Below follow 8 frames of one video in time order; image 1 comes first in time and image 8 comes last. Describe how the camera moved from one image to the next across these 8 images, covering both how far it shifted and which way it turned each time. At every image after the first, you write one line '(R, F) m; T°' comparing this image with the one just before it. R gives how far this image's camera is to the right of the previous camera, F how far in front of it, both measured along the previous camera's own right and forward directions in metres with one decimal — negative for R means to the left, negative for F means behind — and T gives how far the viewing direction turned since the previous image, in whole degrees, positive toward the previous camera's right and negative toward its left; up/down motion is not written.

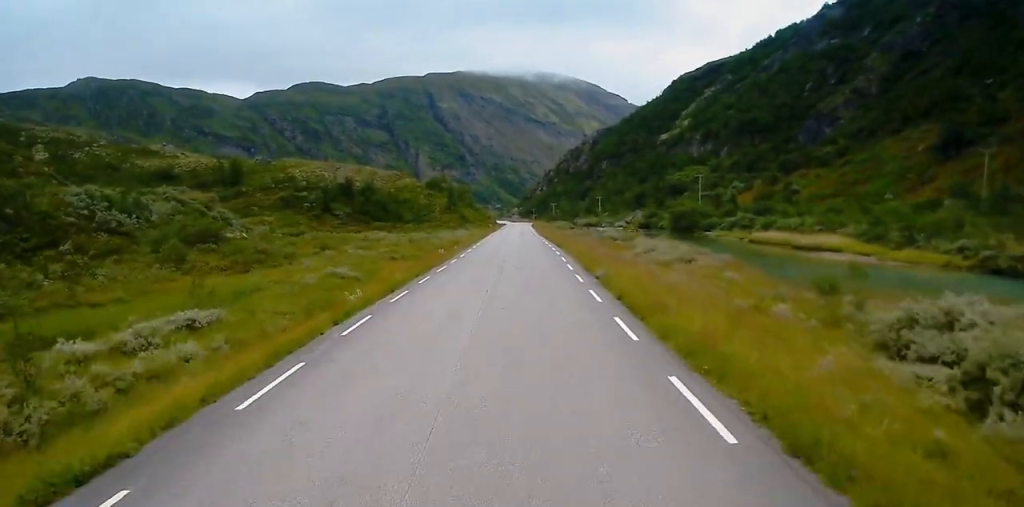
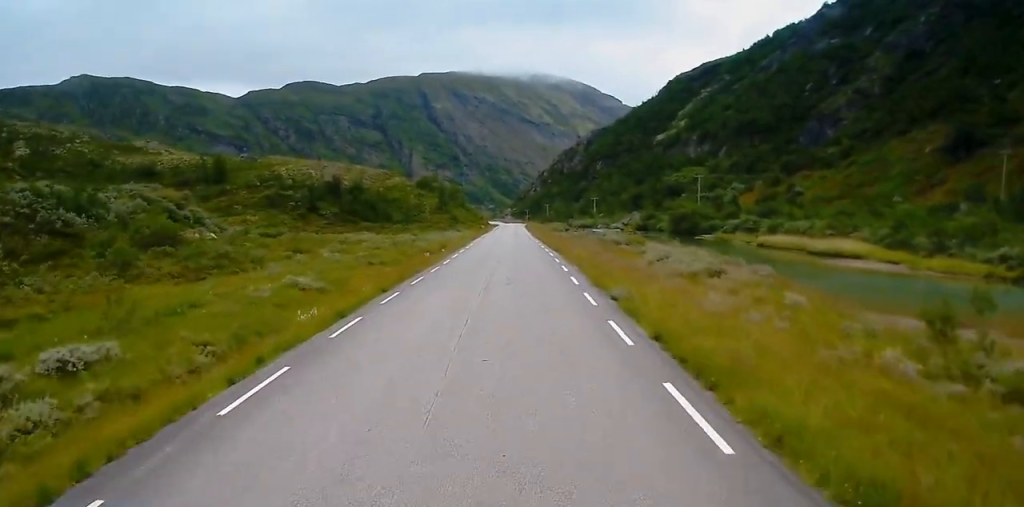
(0.0, +6.3) m; +1°
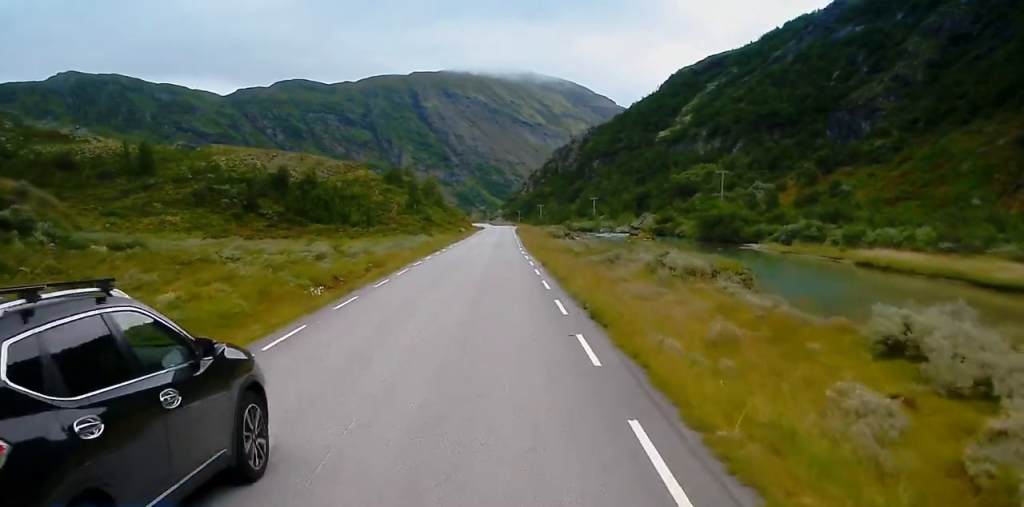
(0.0, +32.0) m; -1°
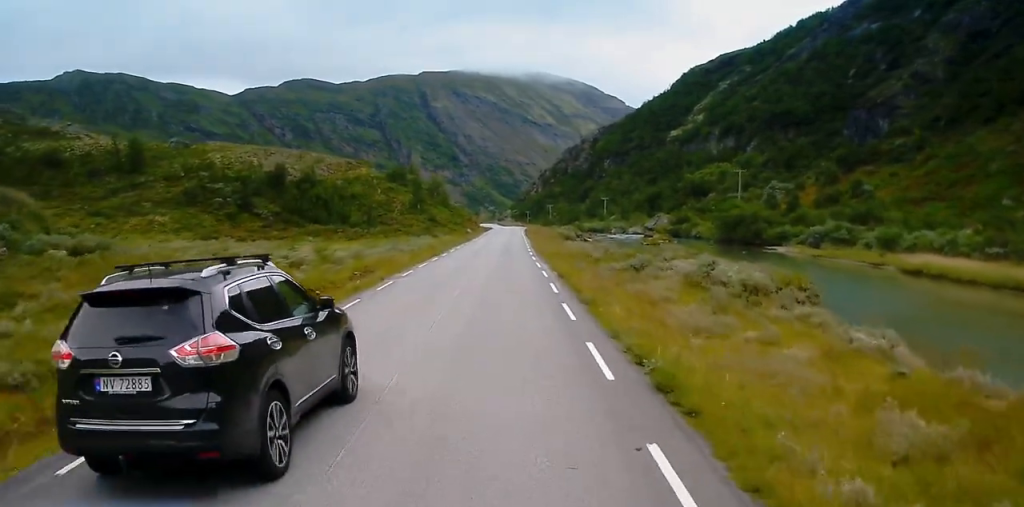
(0.0, +6.9) m; 0°
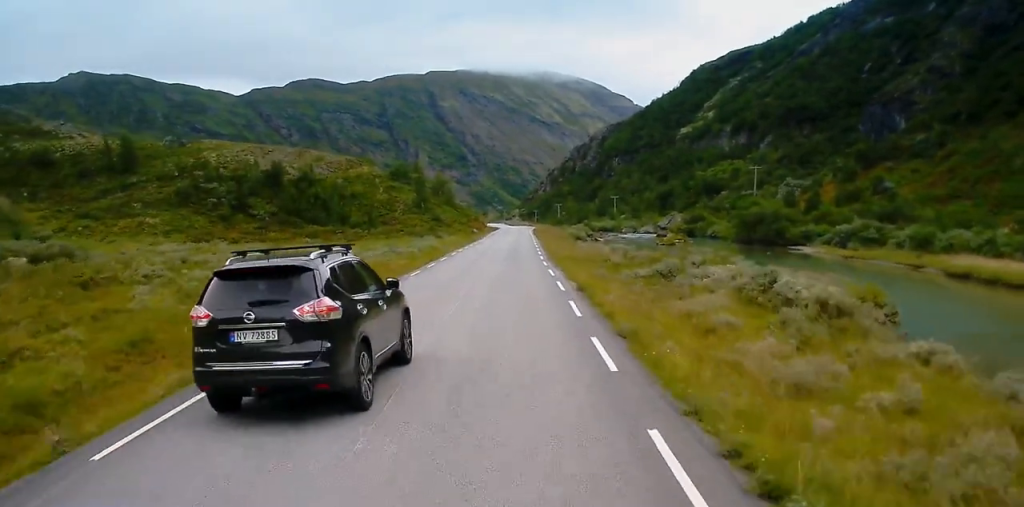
(+0.1, +5.5) m; 0°
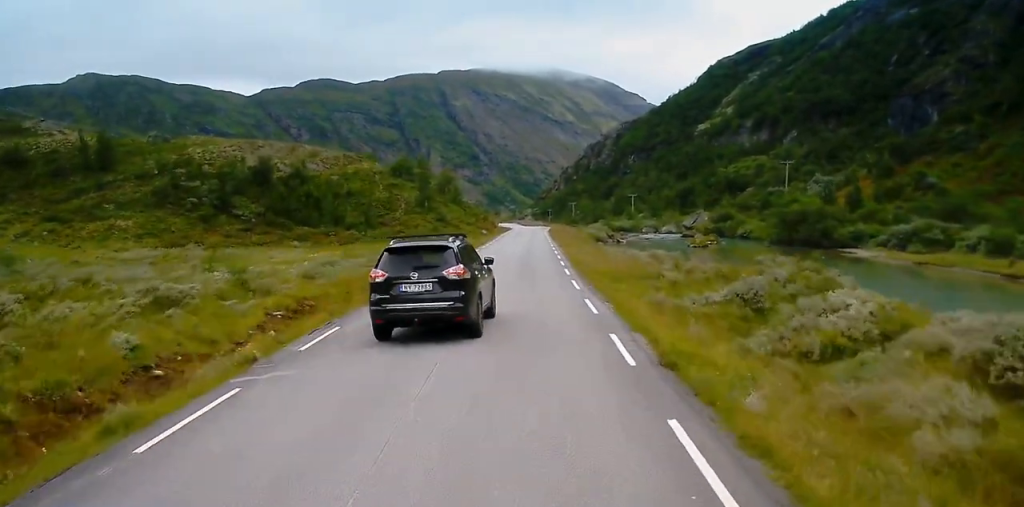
(0.0, +11.5) m; -1°
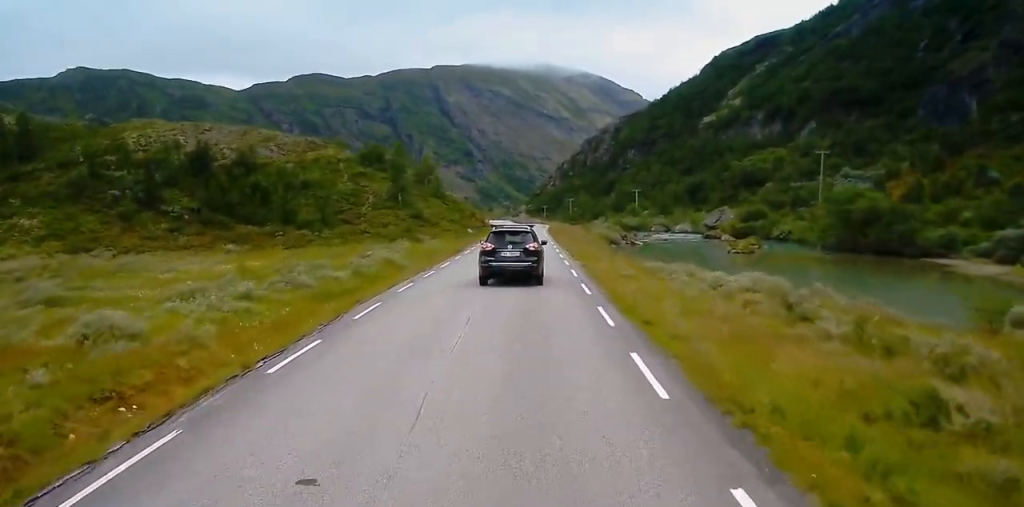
(-0.3, +20.0) m; -1°
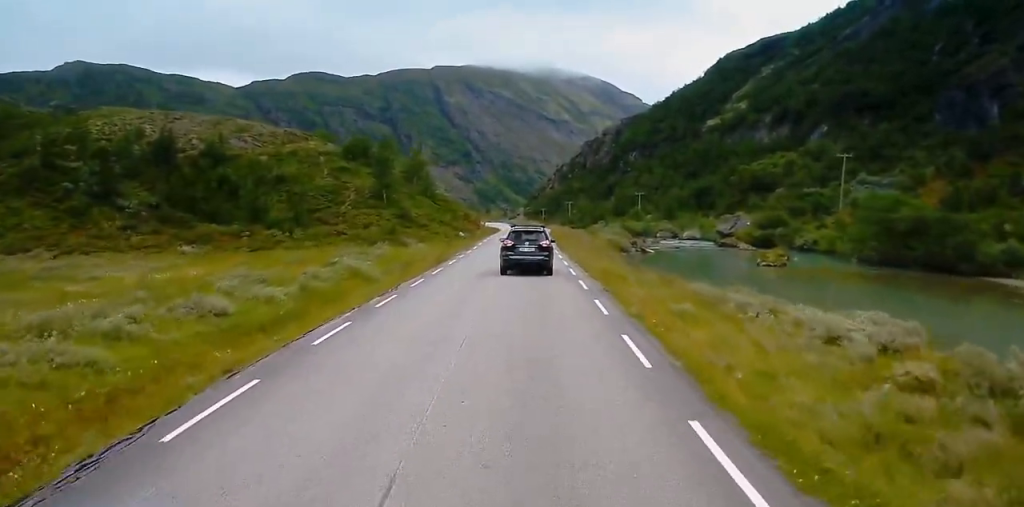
(-0.1, +9.8) m; 0°
